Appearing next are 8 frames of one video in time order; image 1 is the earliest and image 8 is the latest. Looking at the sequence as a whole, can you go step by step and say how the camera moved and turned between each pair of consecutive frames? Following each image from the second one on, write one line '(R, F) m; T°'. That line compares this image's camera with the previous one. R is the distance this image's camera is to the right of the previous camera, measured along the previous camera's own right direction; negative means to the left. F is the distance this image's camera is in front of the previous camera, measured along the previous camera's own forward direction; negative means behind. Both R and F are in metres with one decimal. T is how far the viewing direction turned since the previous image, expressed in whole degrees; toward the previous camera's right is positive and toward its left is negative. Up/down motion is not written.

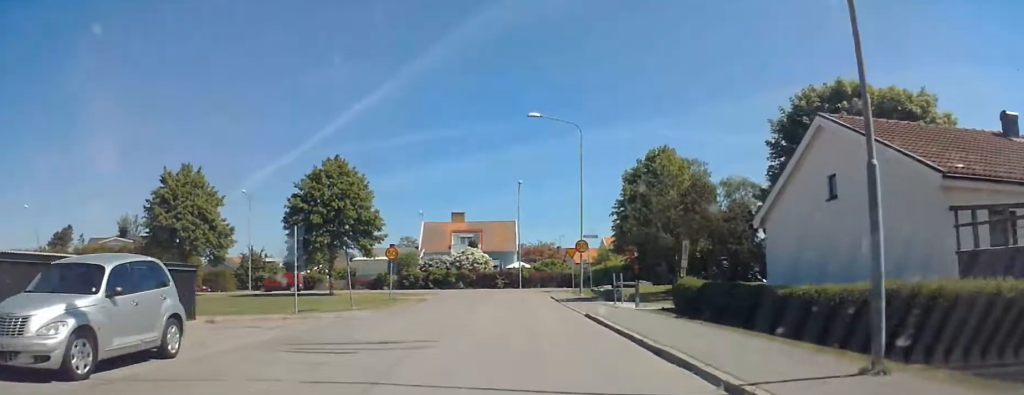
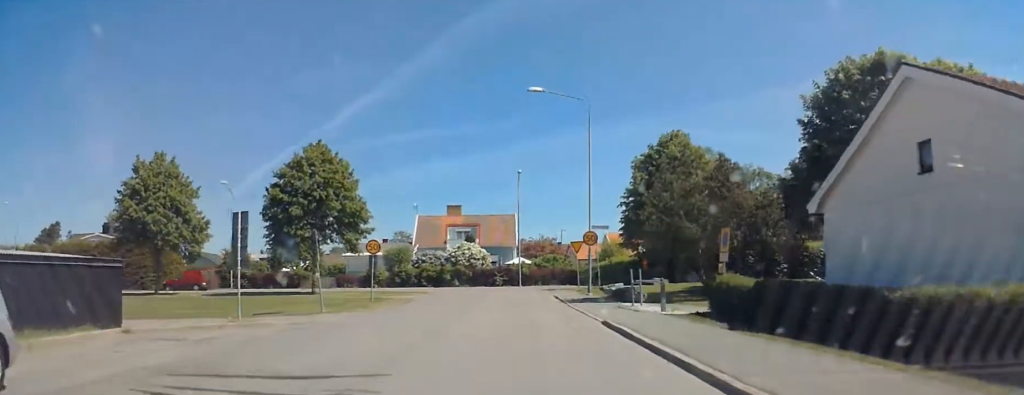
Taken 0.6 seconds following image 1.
(0.0, +4.2) m; 0°
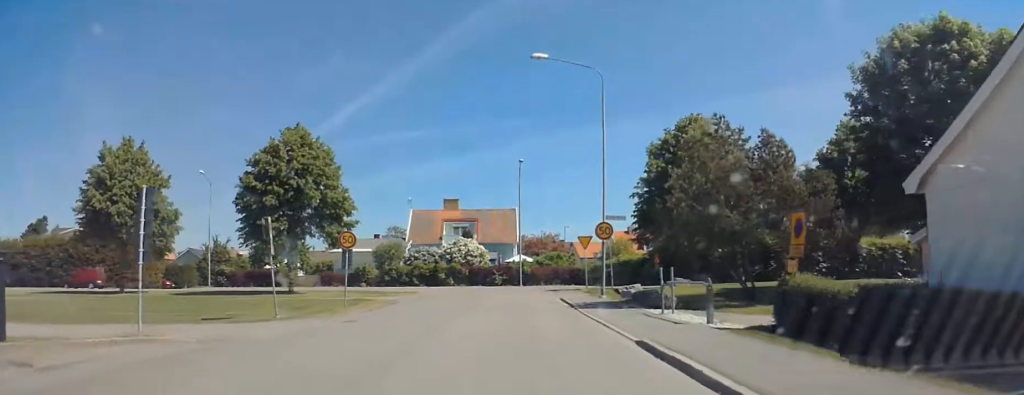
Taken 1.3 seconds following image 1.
(0.0, +4.9) m; 0°
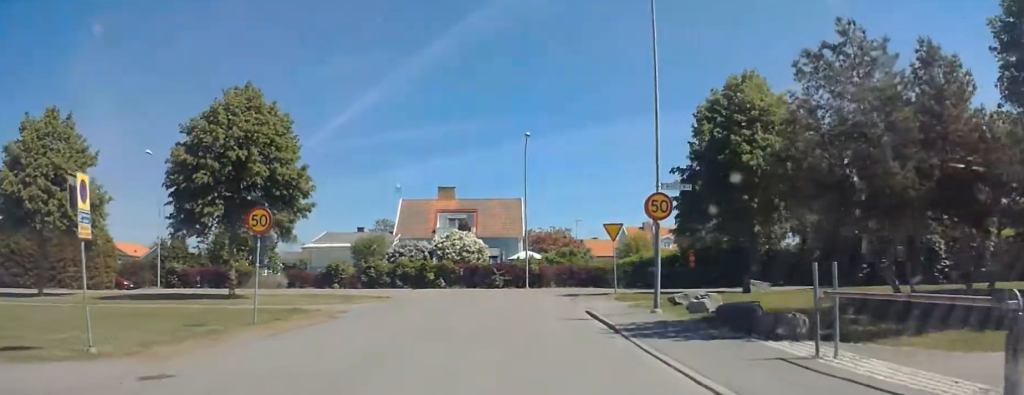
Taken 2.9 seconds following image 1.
(0.0, +10.3) m; 0°
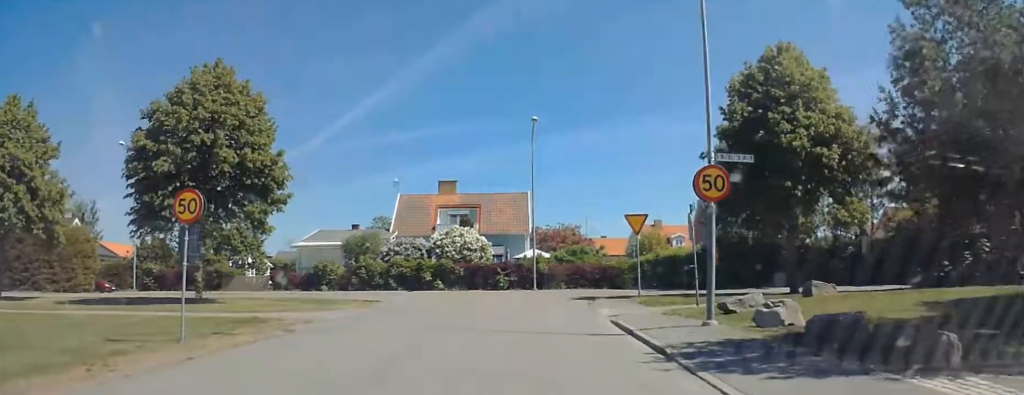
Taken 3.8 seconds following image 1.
(0.0, +4.7) m; 0°
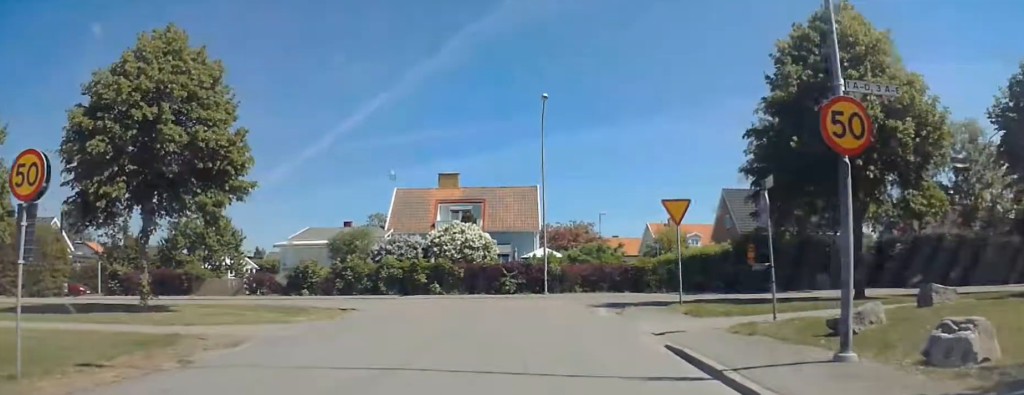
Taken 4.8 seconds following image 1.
(0.0, +5.4) m; 0°
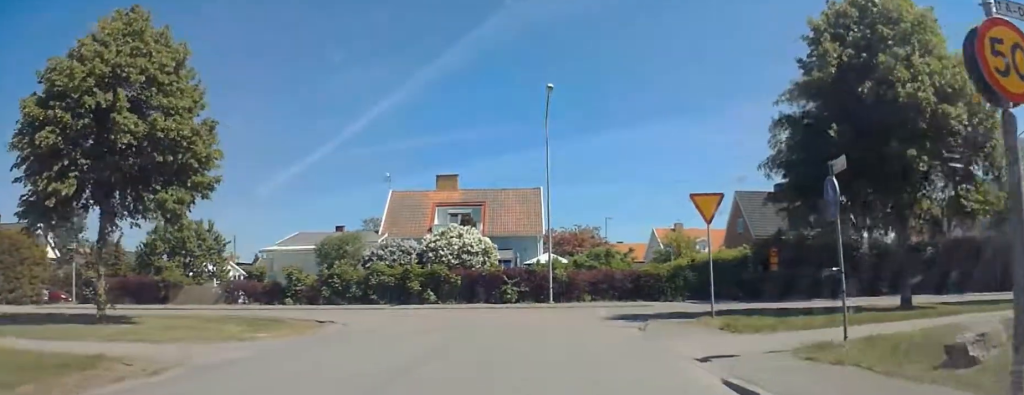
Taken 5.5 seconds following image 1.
(0.0, +3.0) m; 0°
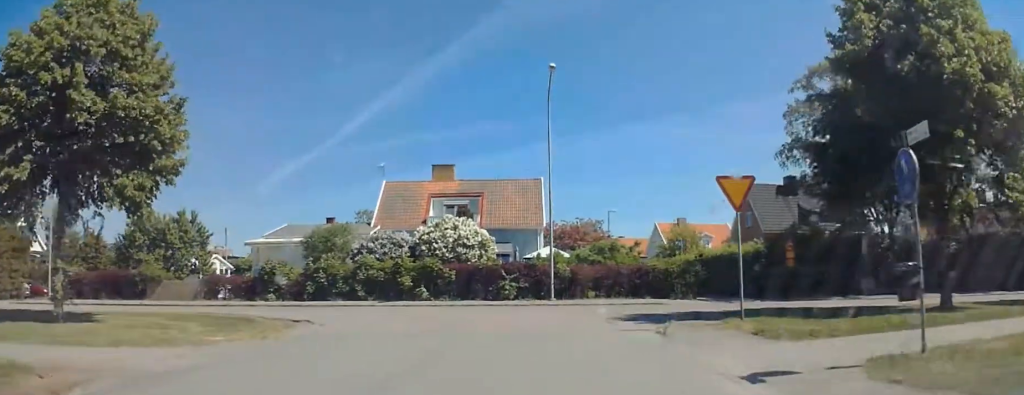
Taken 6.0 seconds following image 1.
(0.0, +2.3) m; 0°
